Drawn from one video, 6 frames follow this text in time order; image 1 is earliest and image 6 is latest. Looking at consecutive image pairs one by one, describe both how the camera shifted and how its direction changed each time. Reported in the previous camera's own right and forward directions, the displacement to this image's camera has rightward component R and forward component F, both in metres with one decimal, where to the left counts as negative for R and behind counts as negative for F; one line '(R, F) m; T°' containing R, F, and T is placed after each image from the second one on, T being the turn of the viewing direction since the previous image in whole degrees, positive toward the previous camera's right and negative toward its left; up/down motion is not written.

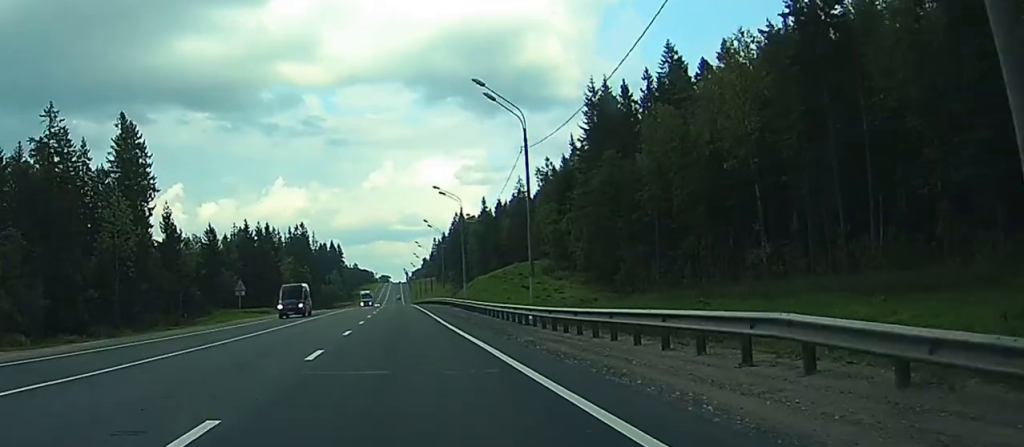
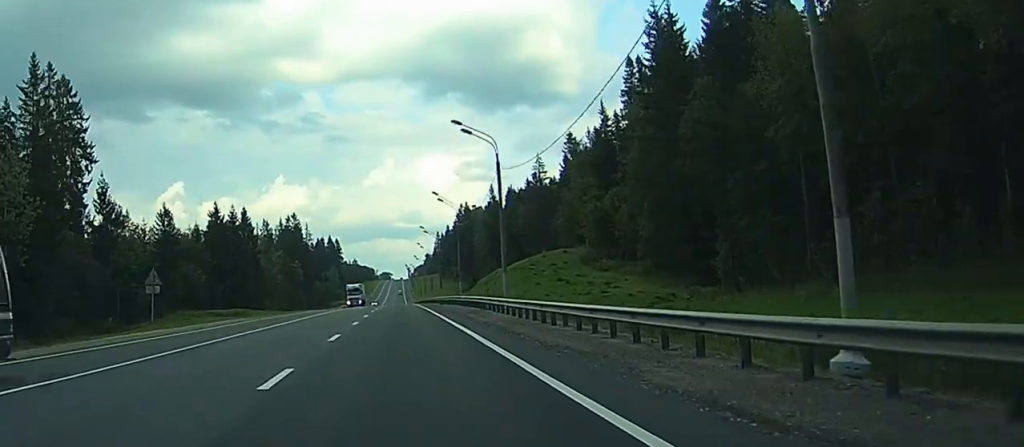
(0.0, +29.7) m; 0°
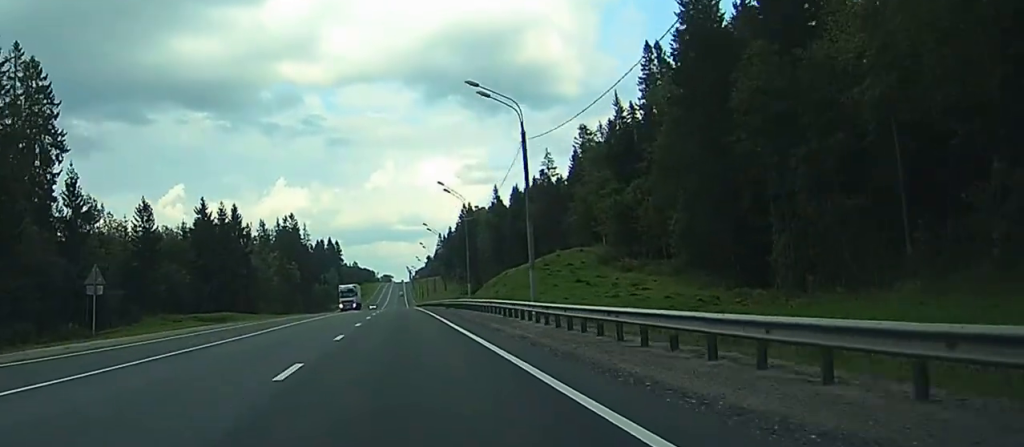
(0.0, +10.4) m; 0°
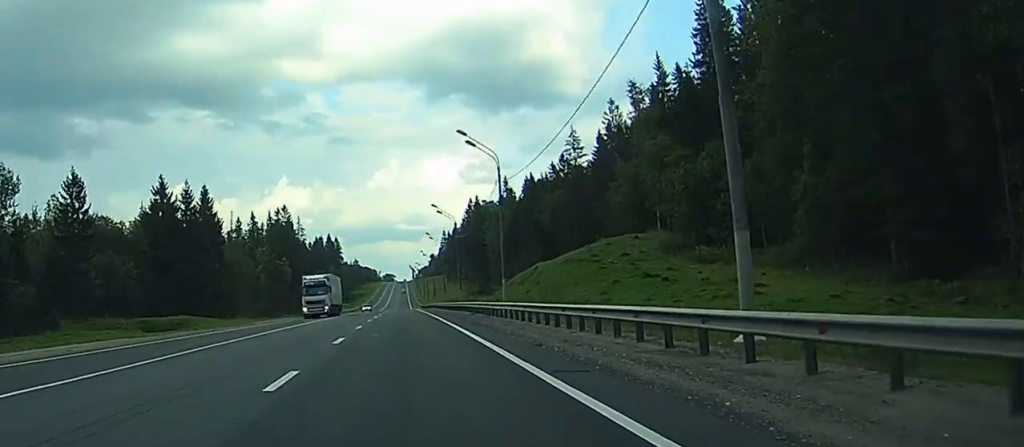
(0.0, +25.2) m; 0°
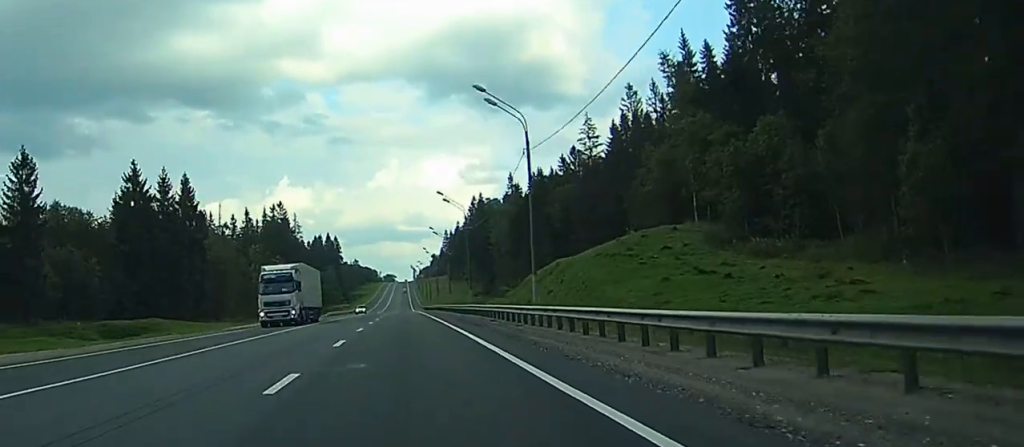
(0.0, +12.1) m; 0°
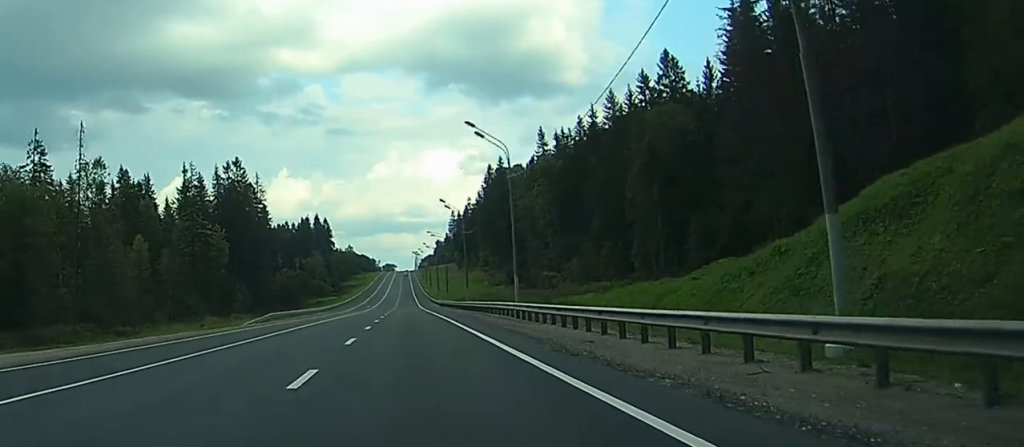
(-0.5, +70.8) m; -1°
